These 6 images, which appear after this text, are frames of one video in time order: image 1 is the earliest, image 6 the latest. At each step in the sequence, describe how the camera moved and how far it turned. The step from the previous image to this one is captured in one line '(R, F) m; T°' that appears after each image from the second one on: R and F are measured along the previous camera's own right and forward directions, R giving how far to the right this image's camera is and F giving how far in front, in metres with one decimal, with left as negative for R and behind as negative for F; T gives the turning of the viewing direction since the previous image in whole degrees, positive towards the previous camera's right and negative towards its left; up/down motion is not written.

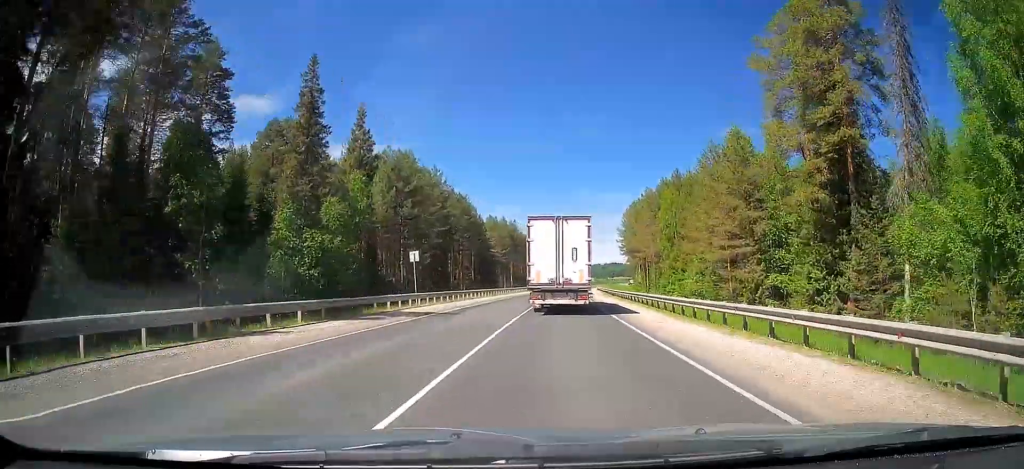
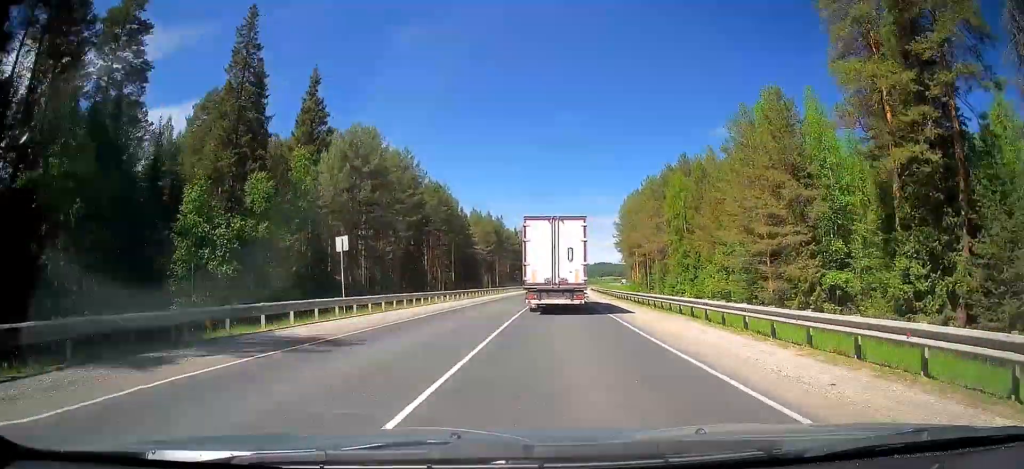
(+0.2, +12.2) m; +1°
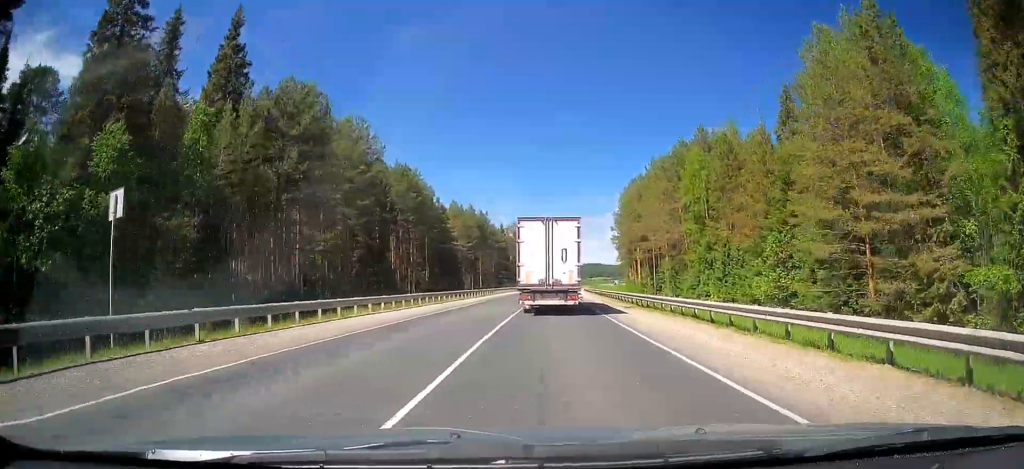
(+0.1, +15.0) m; 0°
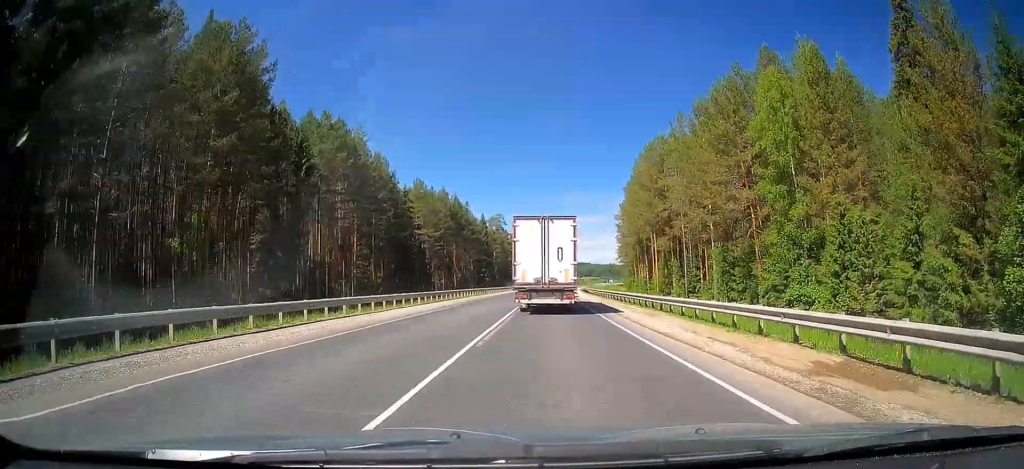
(0.0, +24.5) m; +1°
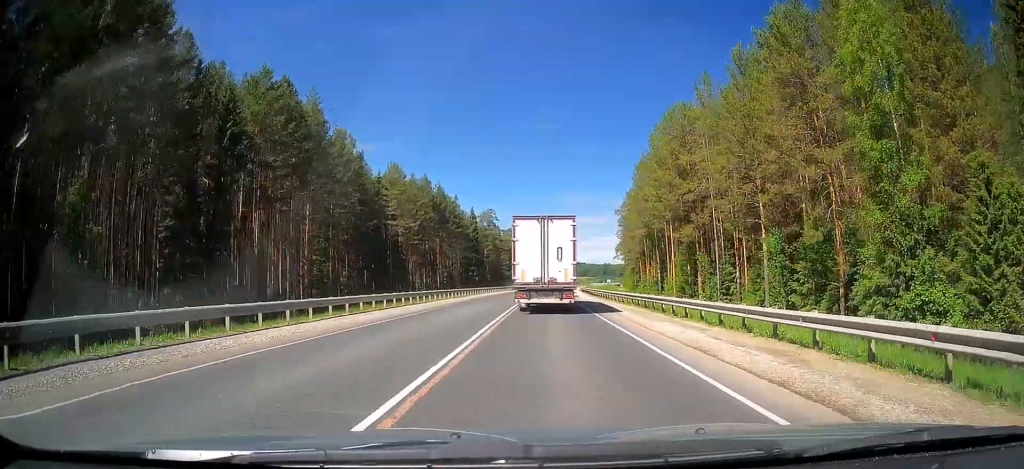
(-0.1, +13.0) m; +1°
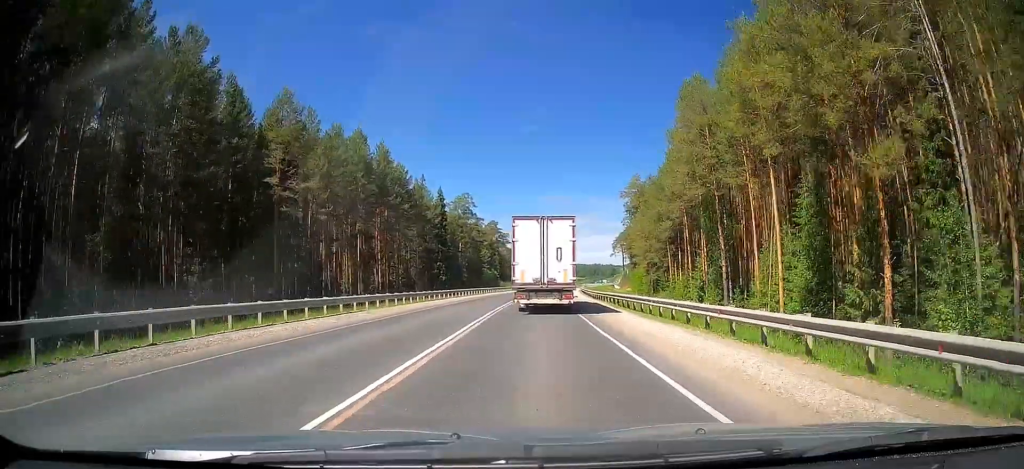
(+0.9, +32.5) m; +1°
